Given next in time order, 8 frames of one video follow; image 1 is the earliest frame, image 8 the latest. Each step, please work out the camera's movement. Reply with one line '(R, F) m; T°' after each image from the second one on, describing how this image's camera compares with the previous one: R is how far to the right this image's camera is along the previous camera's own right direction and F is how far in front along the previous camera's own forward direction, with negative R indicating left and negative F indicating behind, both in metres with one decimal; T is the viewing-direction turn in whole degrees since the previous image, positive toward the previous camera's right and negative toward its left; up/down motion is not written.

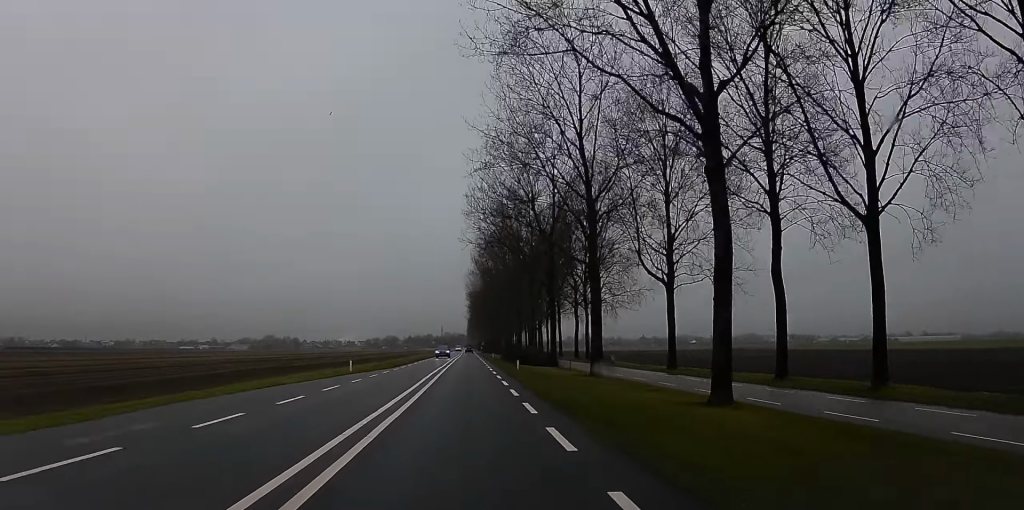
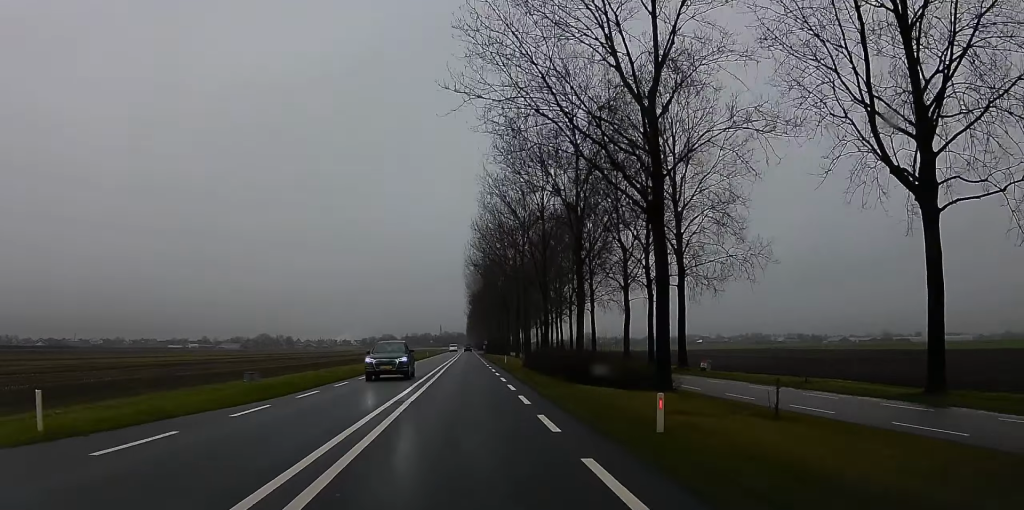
(-0.1, +33.2) m; -1°
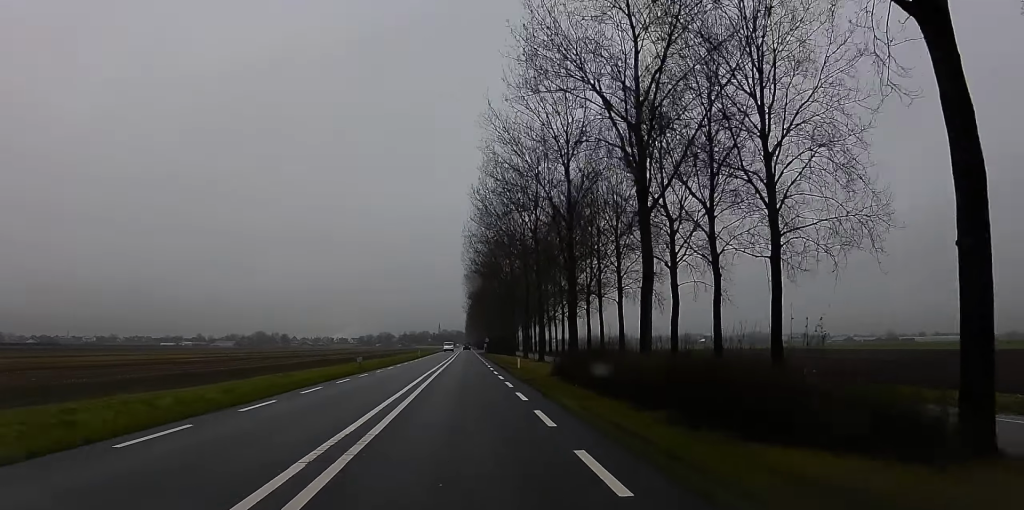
(+0.1, +16.8) m; 0°
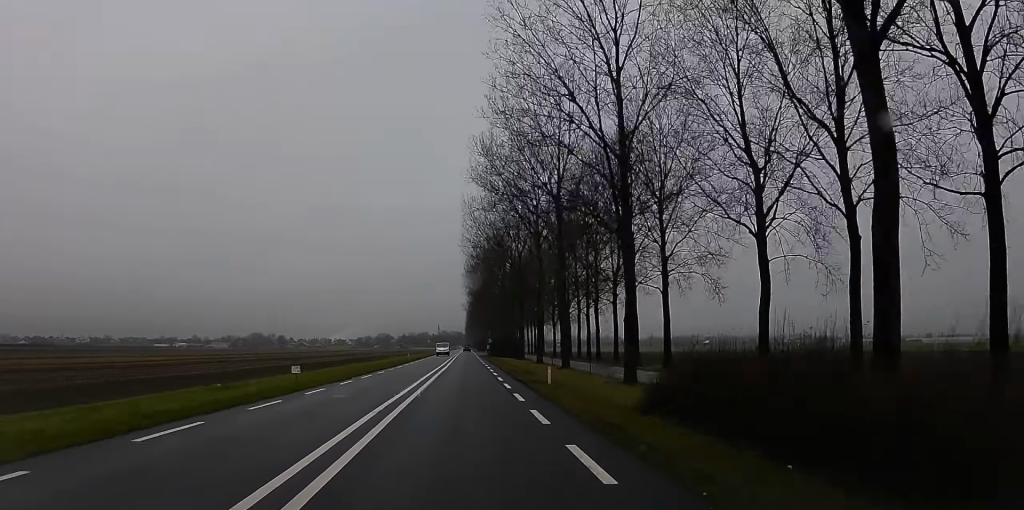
(-0.1, +16.7) m; 0°
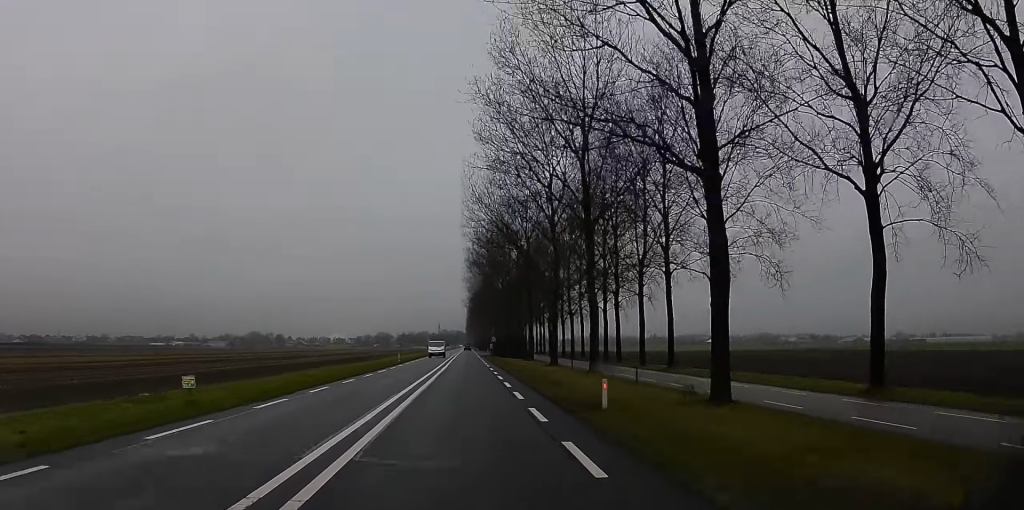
(0.0, +11.7) m; 0°
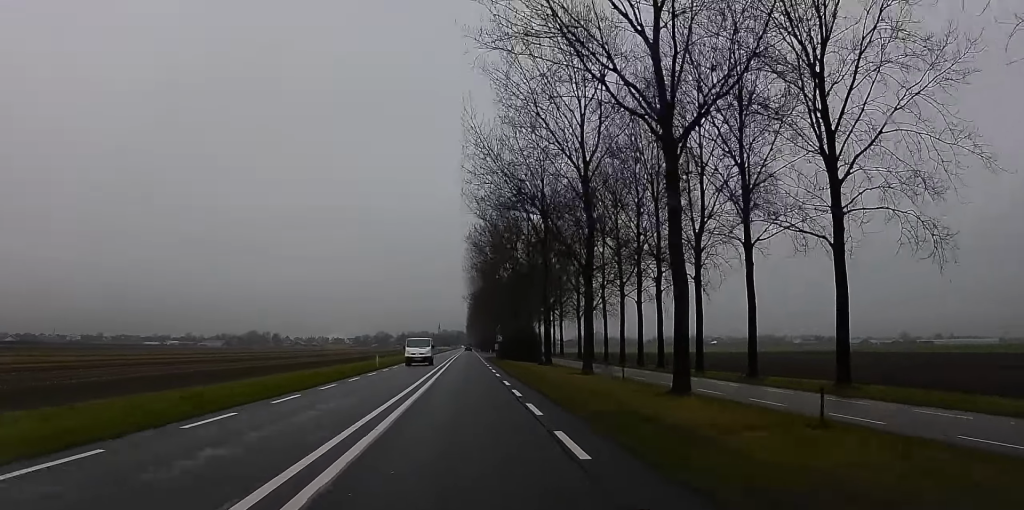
(0.0, +15.9) m; 0°
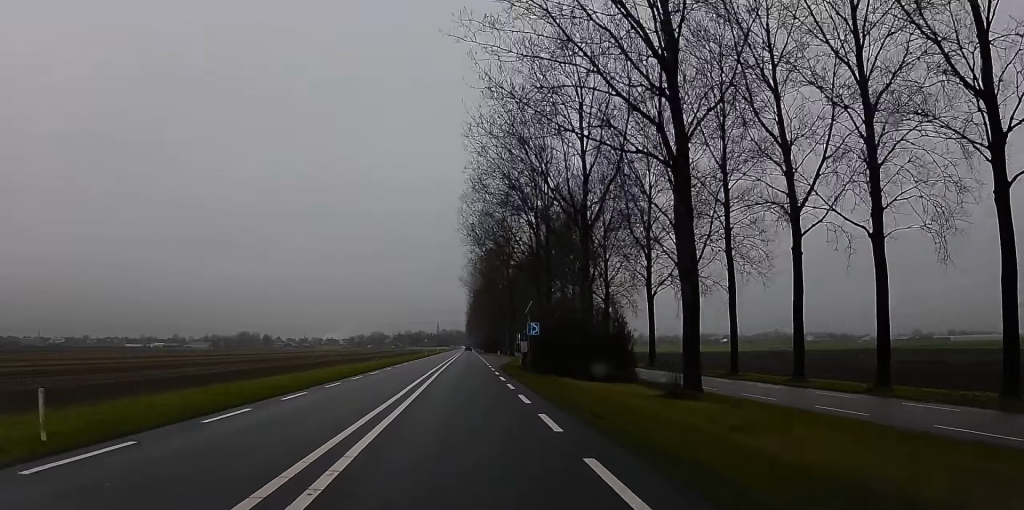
(+0.8, +39.6) m; +2°
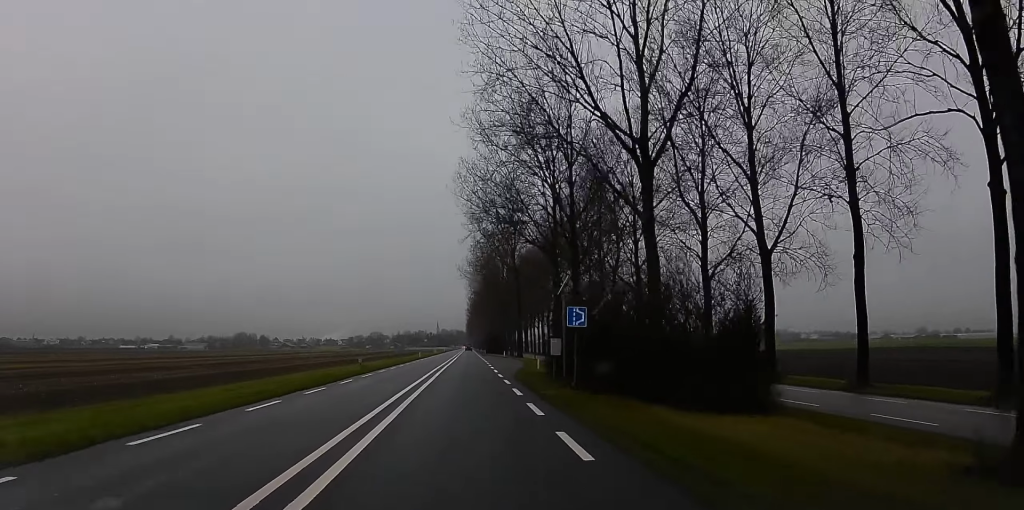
(-0.2, +15.3) m; 0°
